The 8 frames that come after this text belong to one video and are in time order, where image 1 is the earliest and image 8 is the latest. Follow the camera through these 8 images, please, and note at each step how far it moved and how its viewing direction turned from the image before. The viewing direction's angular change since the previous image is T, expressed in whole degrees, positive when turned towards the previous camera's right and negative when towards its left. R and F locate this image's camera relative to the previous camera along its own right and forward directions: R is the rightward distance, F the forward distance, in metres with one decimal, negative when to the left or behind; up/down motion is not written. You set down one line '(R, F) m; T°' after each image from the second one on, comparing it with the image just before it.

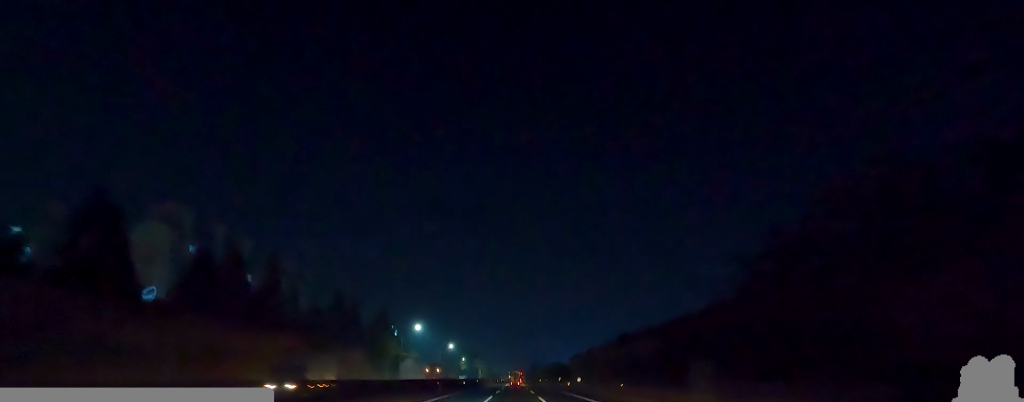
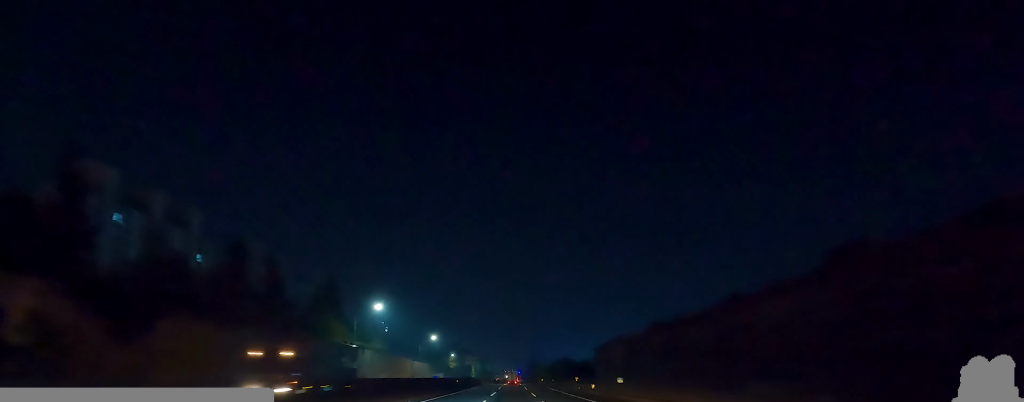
(+0.4, +31.4) m; +2°
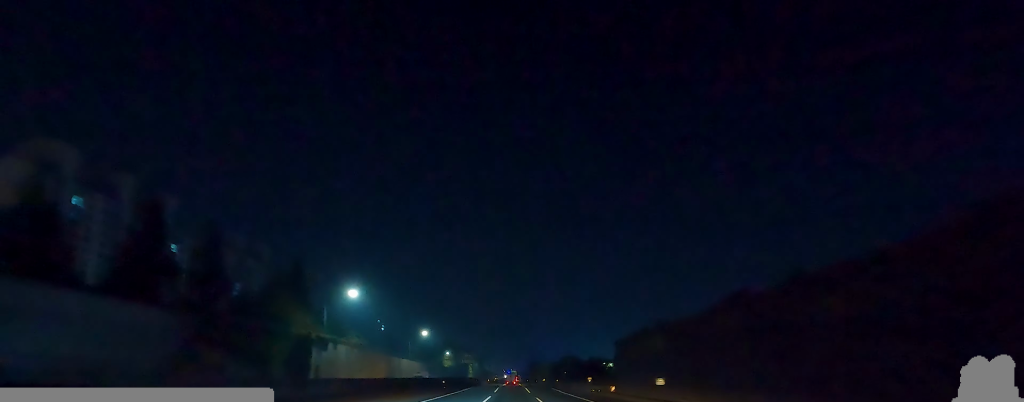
(+0.1, +12.8) m; +1°
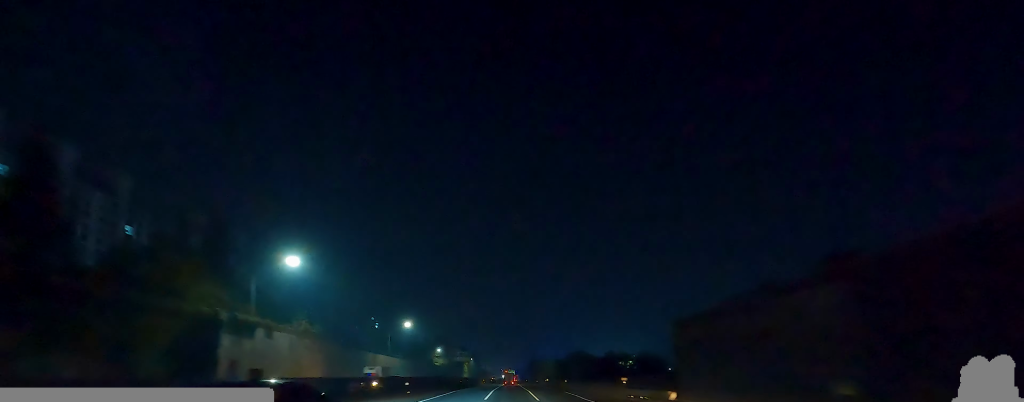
(0.0, +18.8) m; 0°
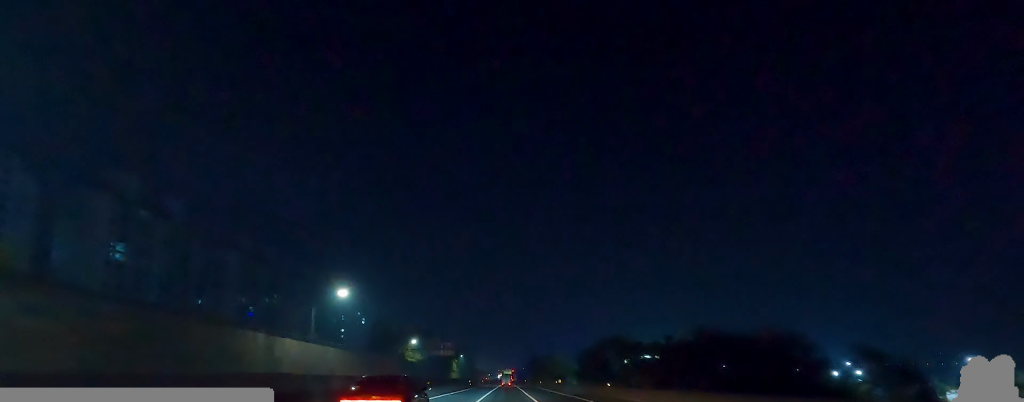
(0.0, +38.4) m; 0°
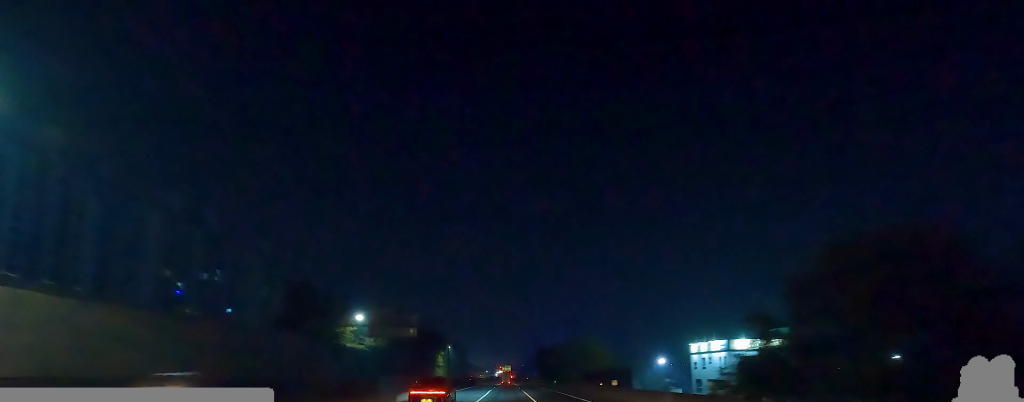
(-1.0, +46.2) m; -3°
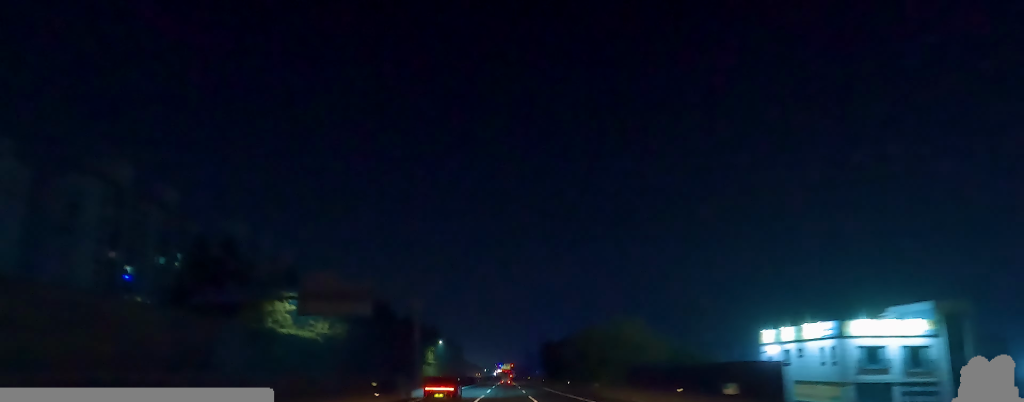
(-0.4, +22.4) m; +1°
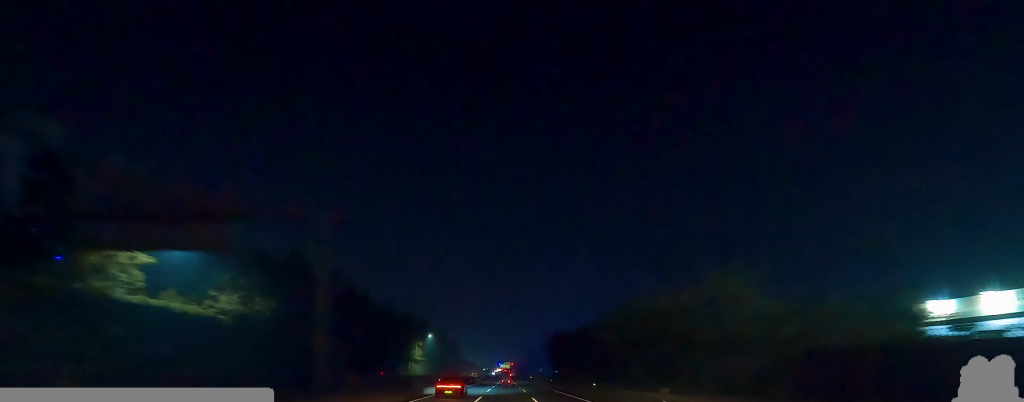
(+0.8, +22.4) m; +2°
